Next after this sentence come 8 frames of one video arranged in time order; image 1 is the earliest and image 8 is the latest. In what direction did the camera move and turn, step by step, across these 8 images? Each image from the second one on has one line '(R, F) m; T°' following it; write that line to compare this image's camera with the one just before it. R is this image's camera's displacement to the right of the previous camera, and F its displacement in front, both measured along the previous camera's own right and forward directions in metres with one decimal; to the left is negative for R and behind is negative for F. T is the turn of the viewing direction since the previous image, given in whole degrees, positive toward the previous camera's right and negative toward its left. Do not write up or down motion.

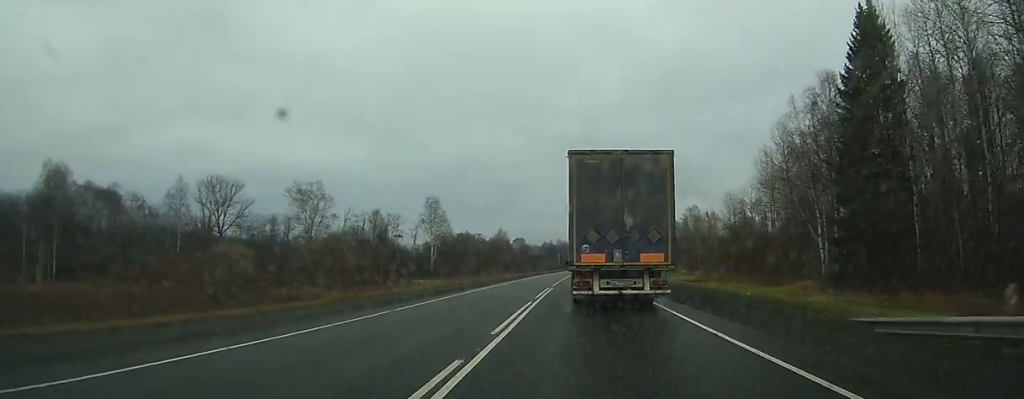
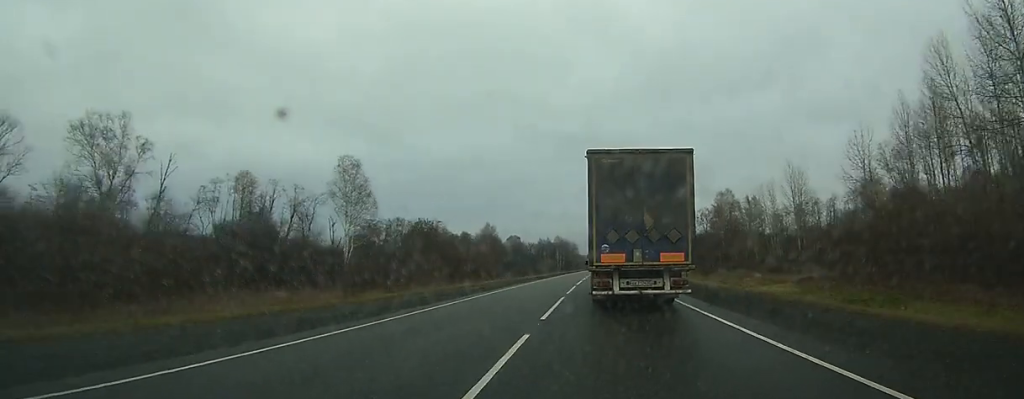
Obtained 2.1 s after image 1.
(+0.3, +45.0) m; +1°
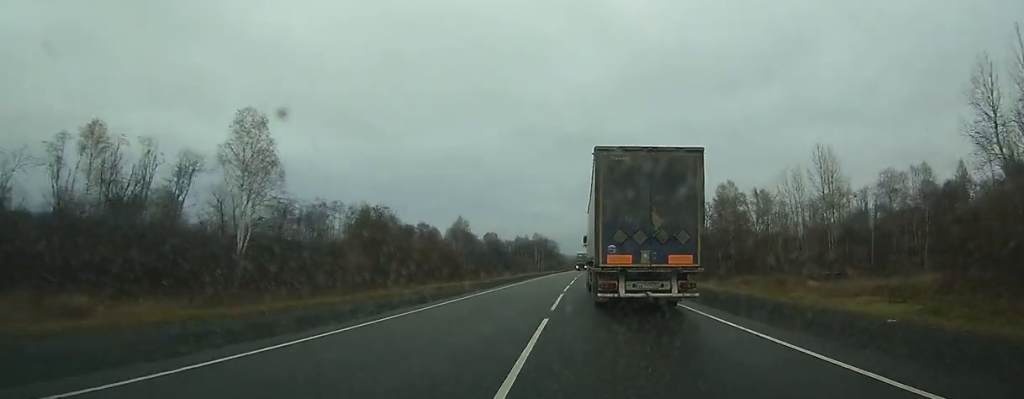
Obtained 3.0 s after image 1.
(+0.3, +20.5) m; +1°
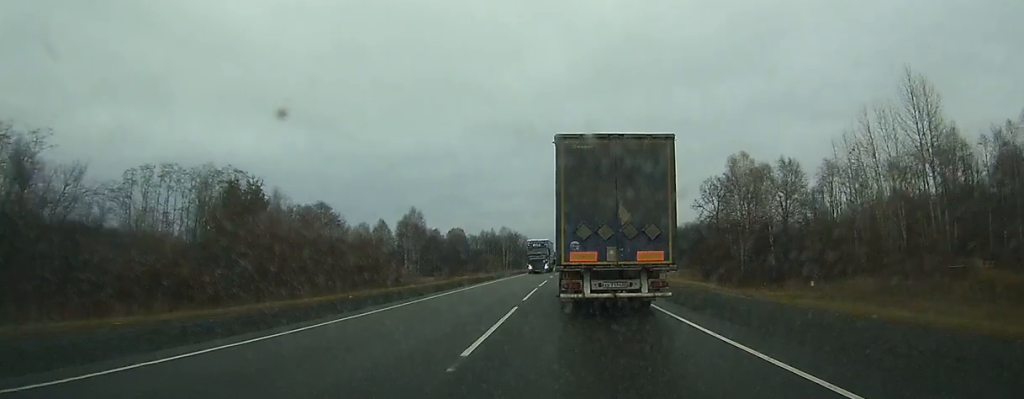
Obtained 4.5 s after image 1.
(+0.3, +32.2) m; +1°
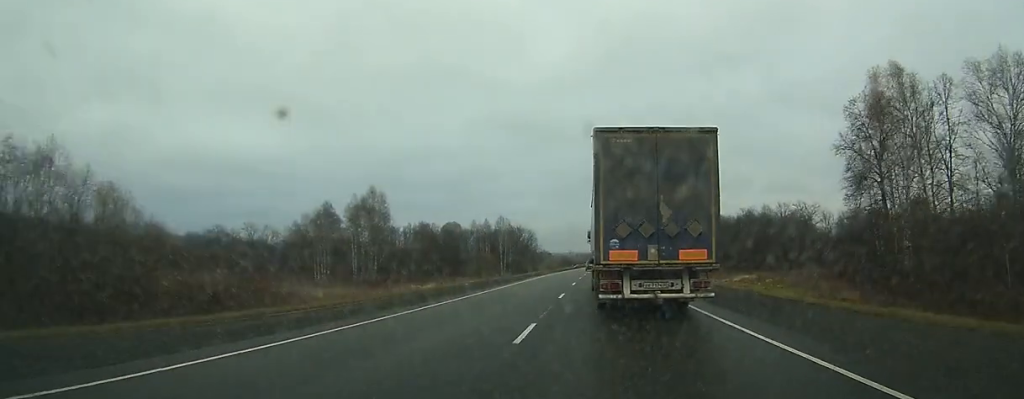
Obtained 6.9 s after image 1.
(+0.7, +53.4) m; +1°
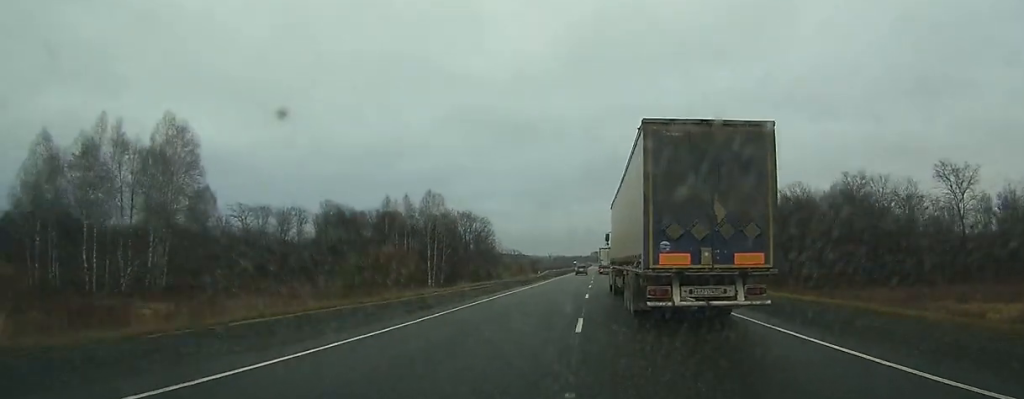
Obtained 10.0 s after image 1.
(+0.5, +72.1) m; +1°
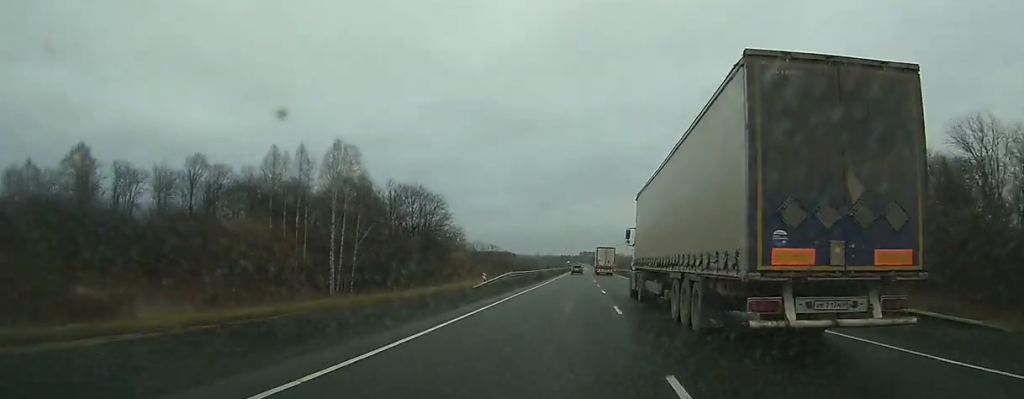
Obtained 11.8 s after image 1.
(+0.2, +44.3) m; +1°
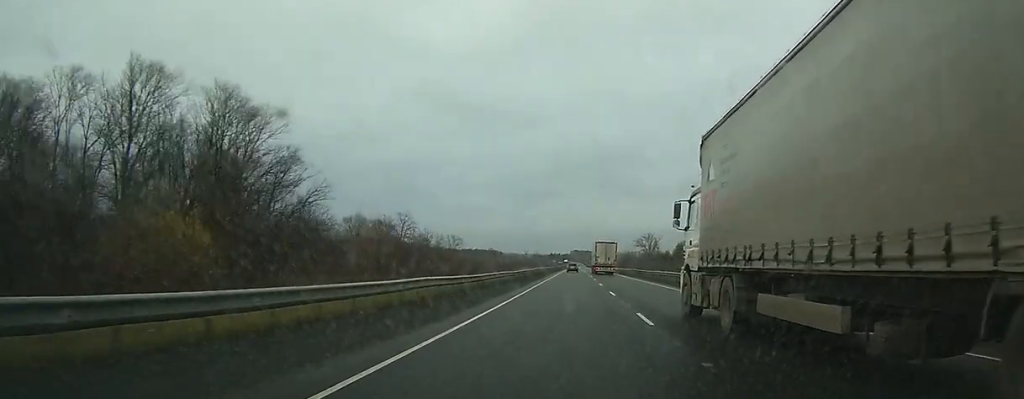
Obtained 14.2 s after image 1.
(+0.6, +62.4) m; +1°
